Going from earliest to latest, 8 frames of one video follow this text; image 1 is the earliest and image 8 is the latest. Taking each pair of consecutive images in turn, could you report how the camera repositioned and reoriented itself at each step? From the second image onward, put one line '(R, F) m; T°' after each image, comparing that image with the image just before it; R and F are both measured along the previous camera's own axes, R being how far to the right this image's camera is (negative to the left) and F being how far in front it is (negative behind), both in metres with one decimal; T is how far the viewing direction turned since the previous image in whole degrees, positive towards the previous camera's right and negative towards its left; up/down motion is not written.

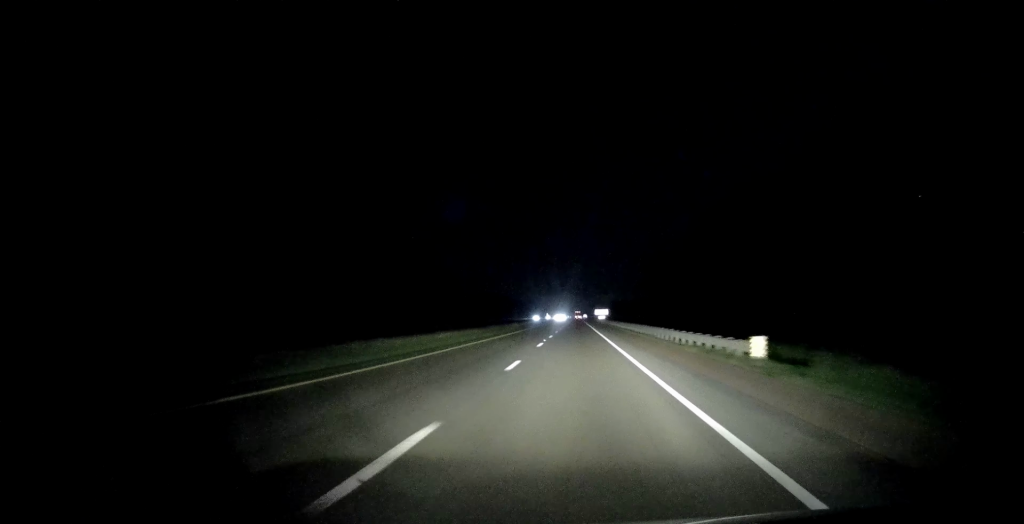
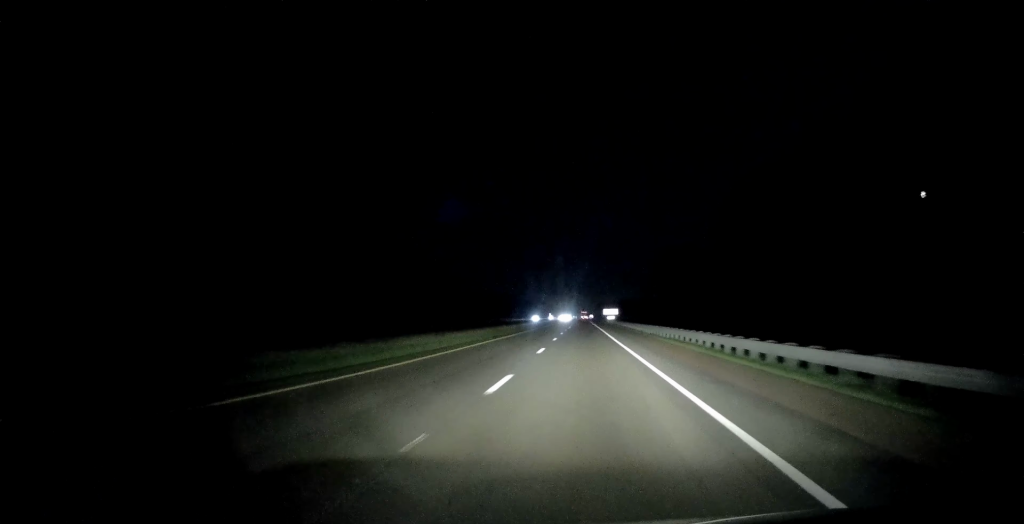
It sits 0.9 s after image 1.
(+0.6, +29.2) m; 0°
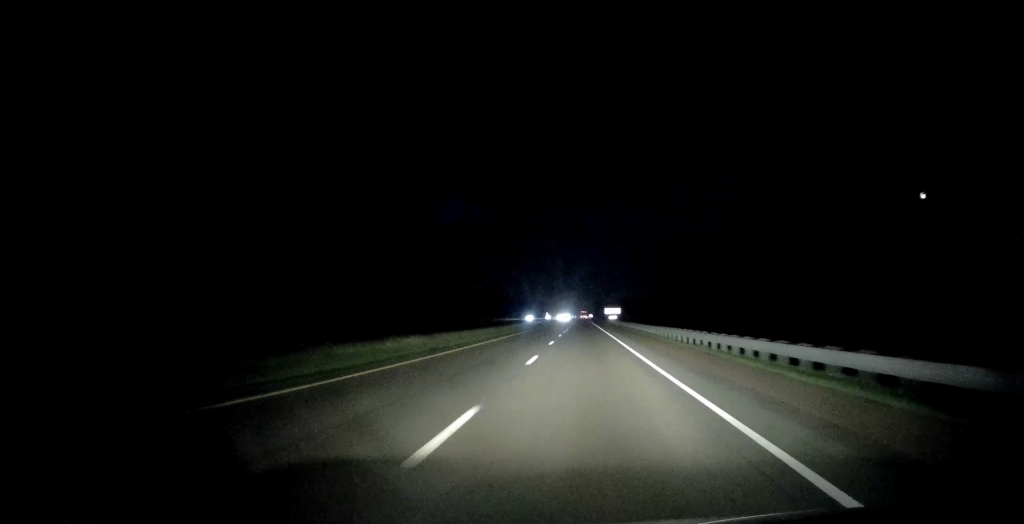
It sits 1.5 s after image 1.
(-0.1, +17.7) m; 0°
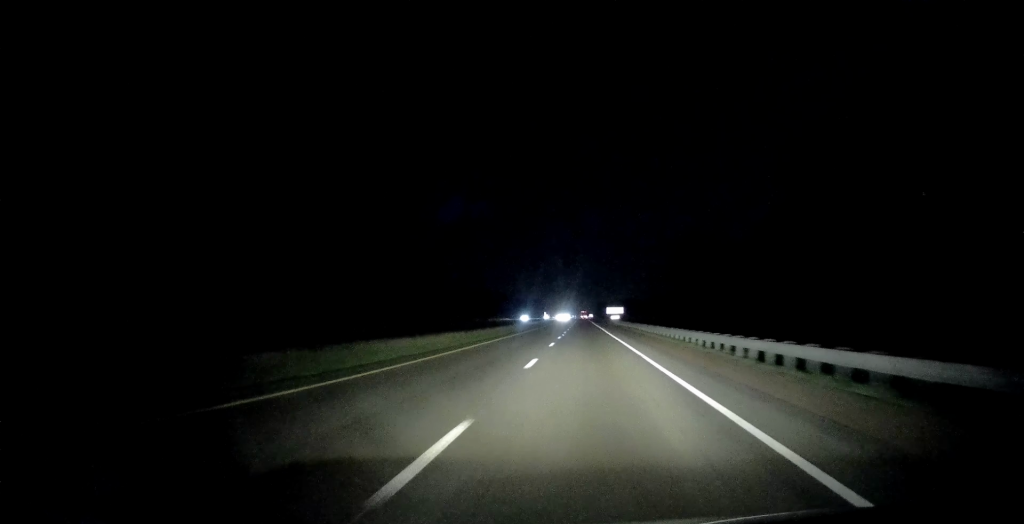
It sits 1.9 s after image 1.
(-0.3, +13.5) m; 0°
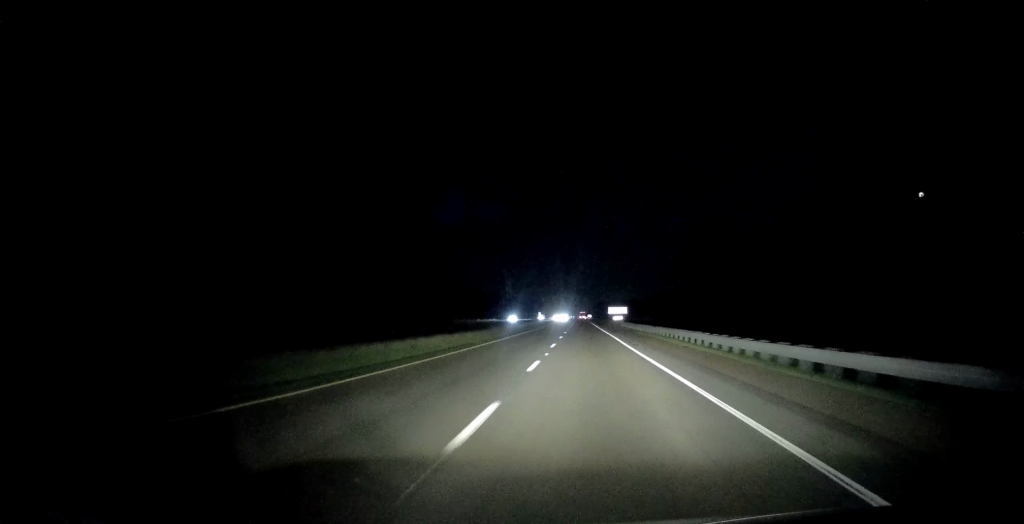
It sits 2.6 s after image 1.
(+0.2, +21.9) m; 0°
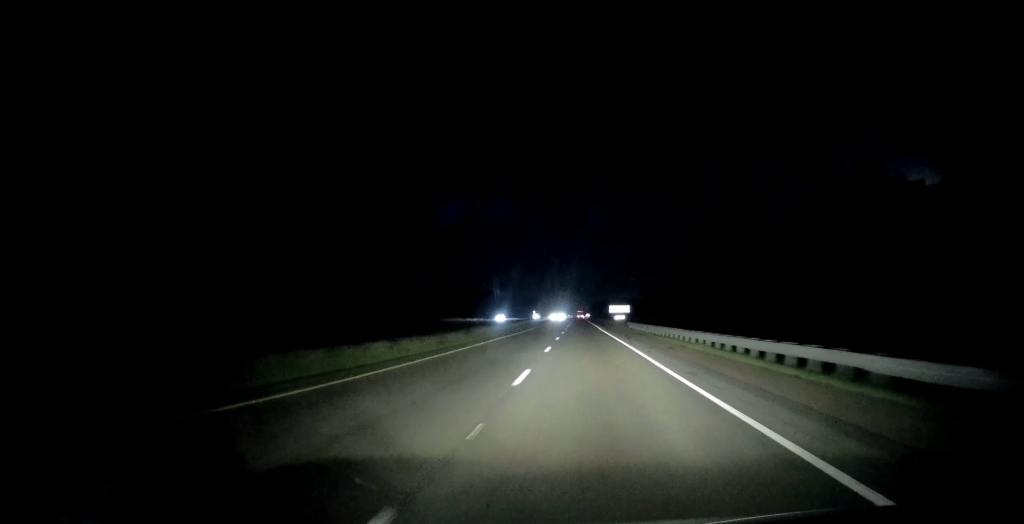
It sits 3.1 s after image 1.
(+0.2, +15.7) m; 0°
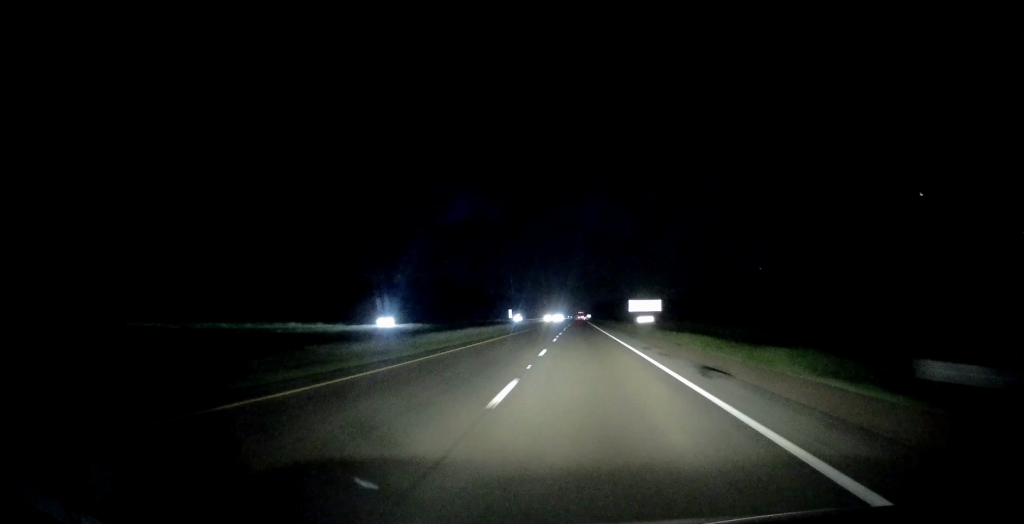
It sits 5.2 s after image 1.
(-0.3, +64.1) m; 0°
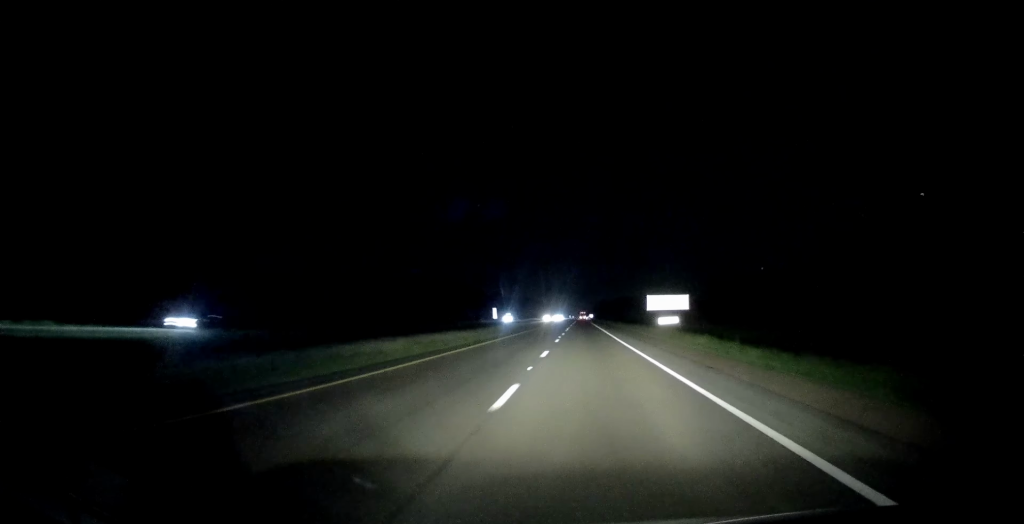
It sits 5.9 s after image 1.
(-0.1, +24.2) m; 0°
